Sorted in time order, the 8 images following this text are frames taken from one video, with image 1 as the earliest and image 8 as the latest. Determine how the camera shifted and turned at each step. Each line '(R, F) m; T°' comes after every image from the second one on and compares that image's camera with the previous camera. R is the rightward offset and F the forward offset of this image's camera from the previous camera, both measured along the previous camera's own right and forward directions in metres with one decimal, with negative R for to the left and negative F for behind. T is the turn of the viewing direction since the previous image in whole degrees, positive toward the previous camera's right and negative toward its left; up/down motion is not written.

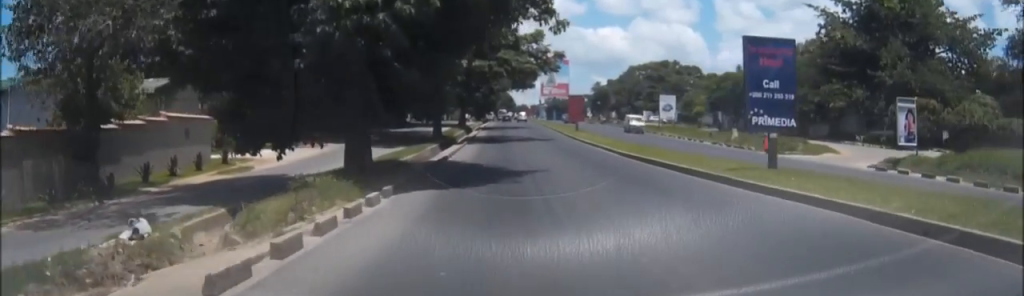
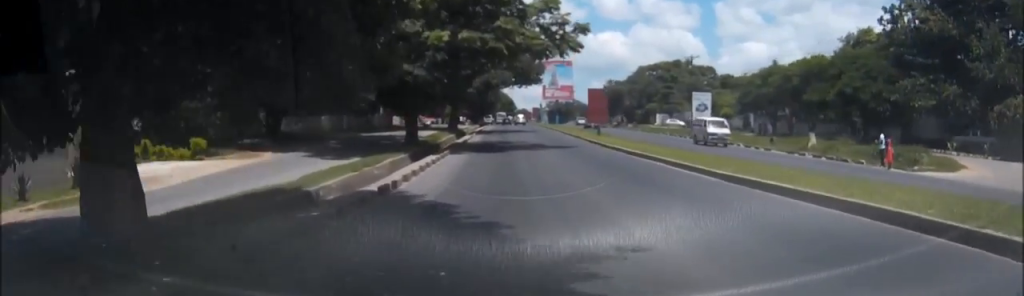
(0.0, +16.1) m; 0°
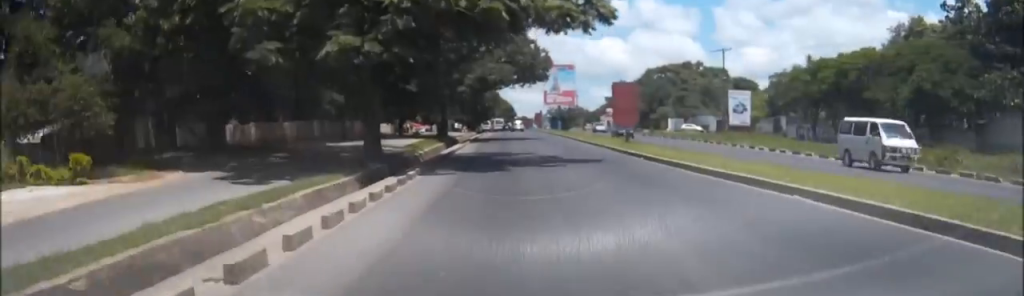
(+0.1, +12.6) m; 0°
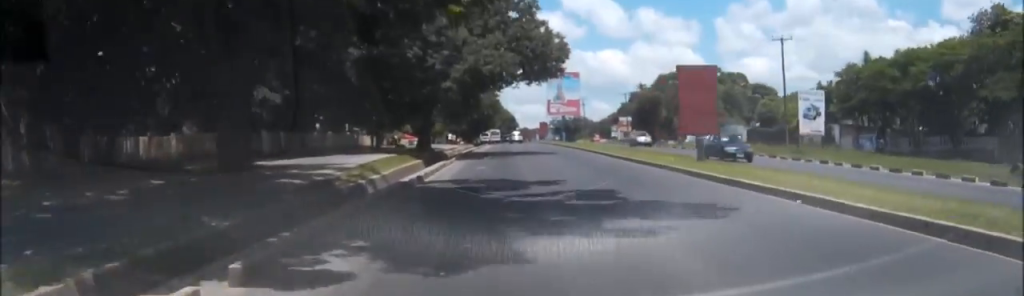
(0.0, +15.6) m; 0°
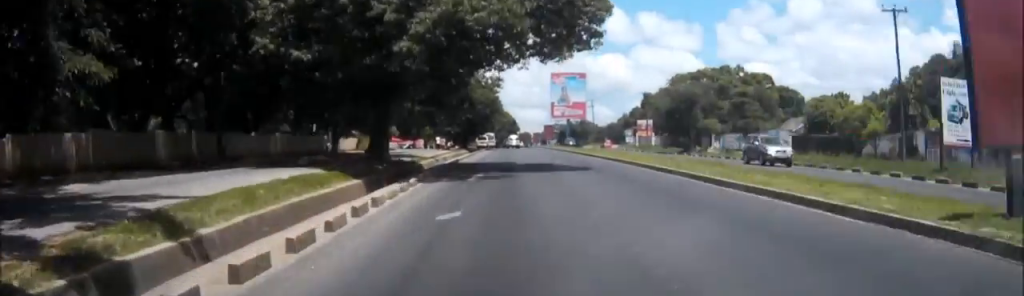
(0.0, +18.0) m; 0°
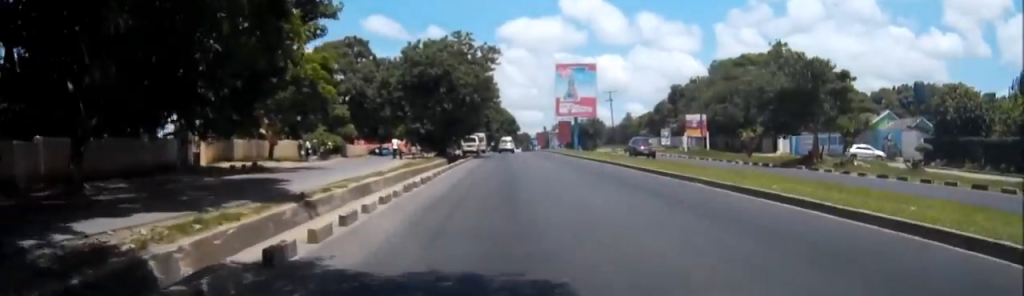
(+0.3, +33.1) m; +1°
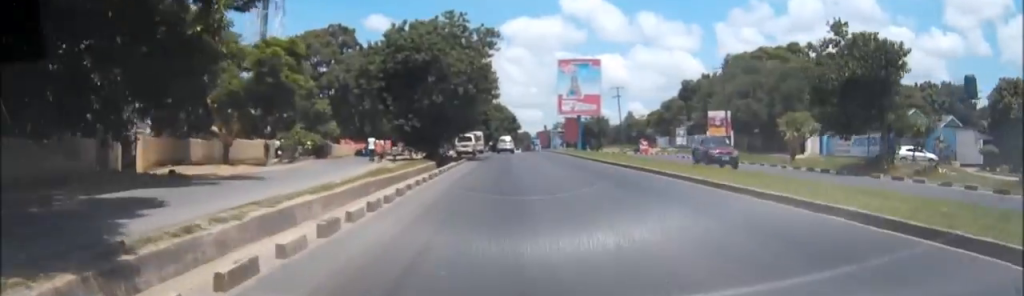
(0.0, +9.5) m; 0°
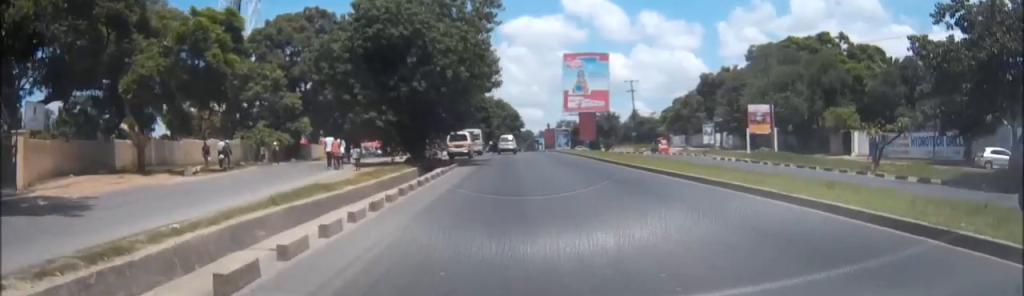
(0.0, +12.1) m; 0°
